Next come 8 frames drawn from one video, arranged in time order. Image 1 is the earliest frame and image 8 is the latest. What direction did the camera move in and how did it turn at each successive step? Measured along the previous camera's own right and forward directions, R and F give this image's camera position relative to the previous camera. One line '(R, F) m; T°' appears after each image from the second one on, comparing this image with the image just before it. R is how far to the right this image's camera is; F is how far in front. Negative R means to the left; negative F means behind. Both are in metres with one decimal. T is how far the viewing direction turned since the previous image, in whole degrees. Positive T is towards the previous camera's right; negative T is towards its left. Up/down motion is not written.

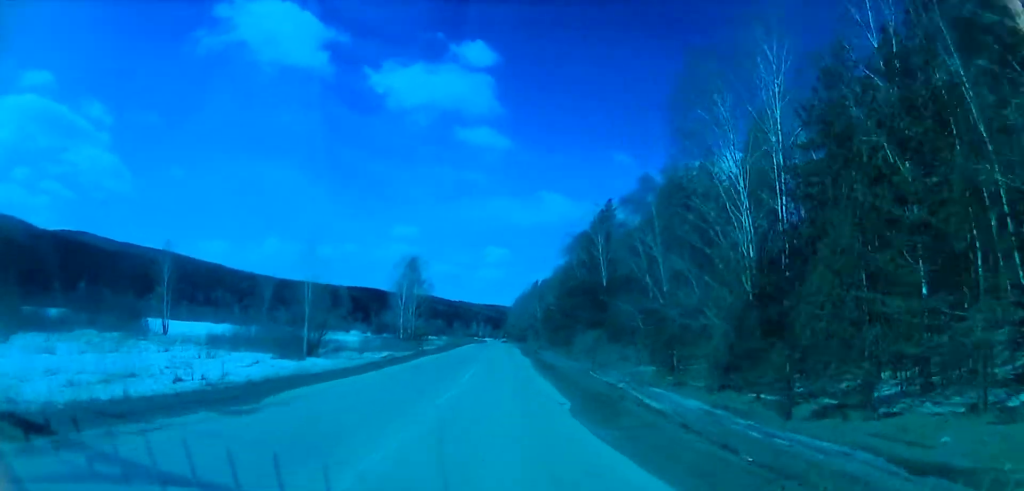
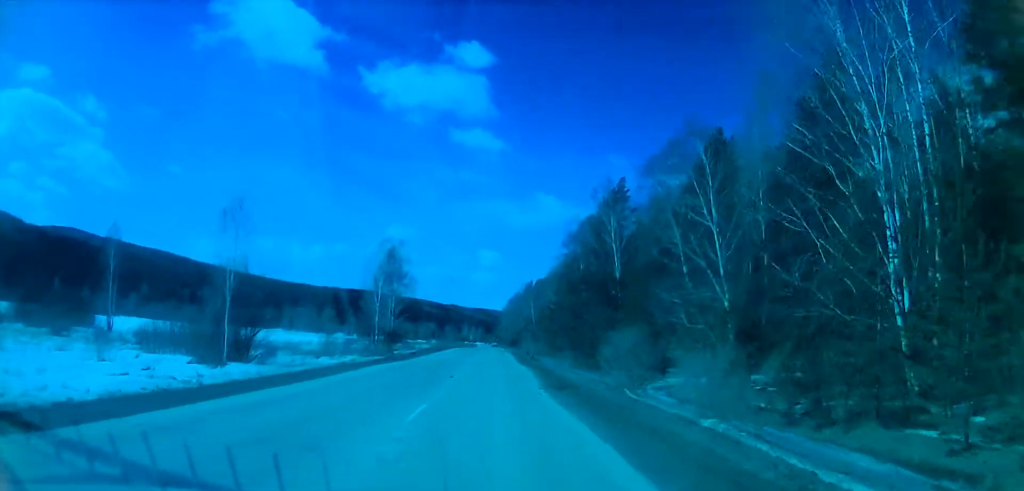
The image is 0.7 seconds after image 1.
(0.0, +14.6) m; 0°
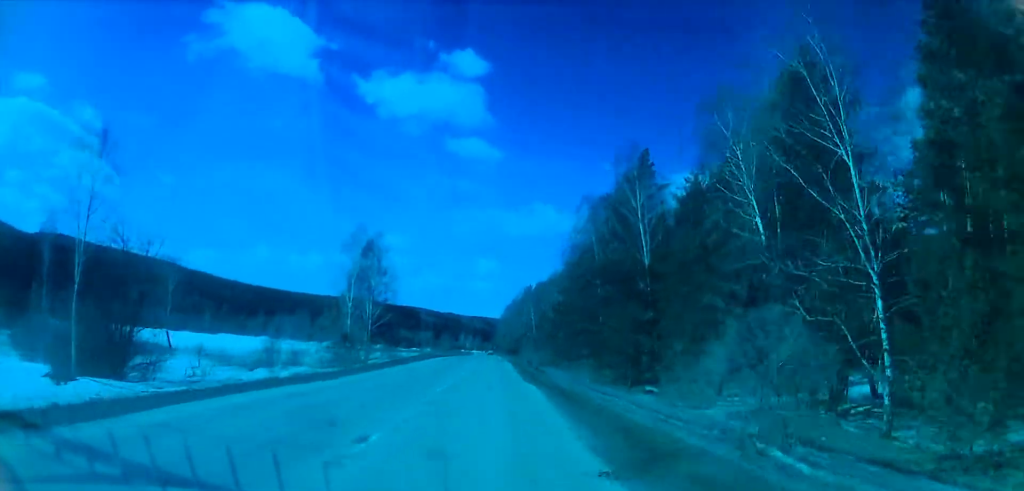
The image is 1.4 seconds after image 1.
(0.0, +15.4) m; 0°
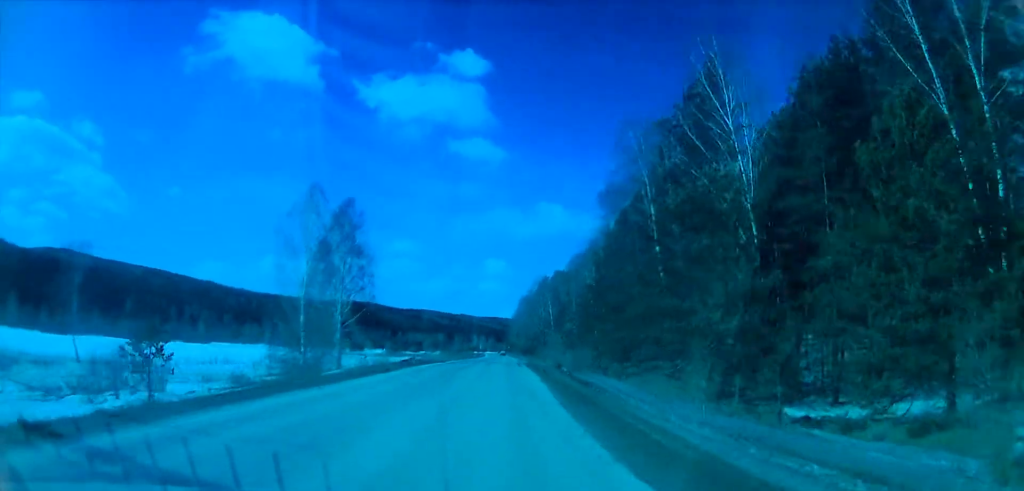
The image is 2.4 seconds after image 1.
(0.0, +22.1) m; 0°
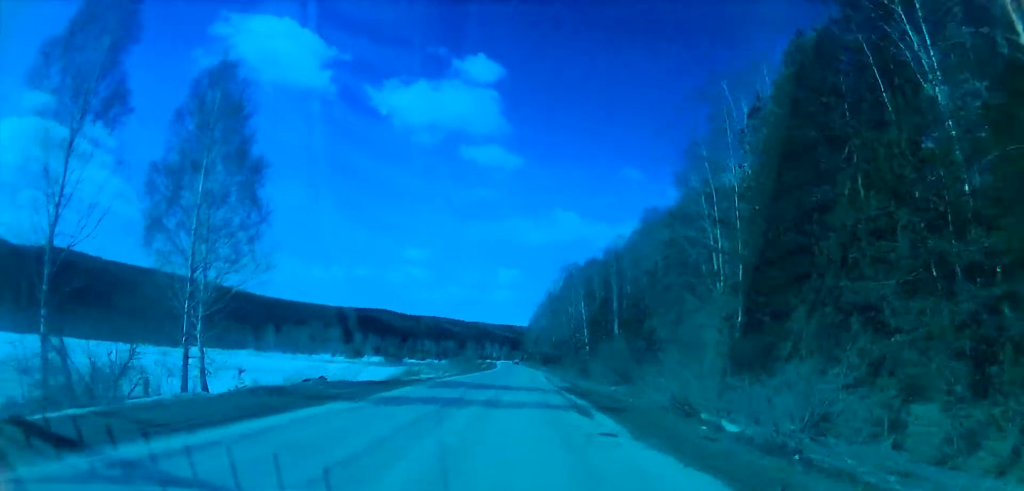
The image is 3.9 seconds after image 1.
(+0.1, +34.9) m; -1°
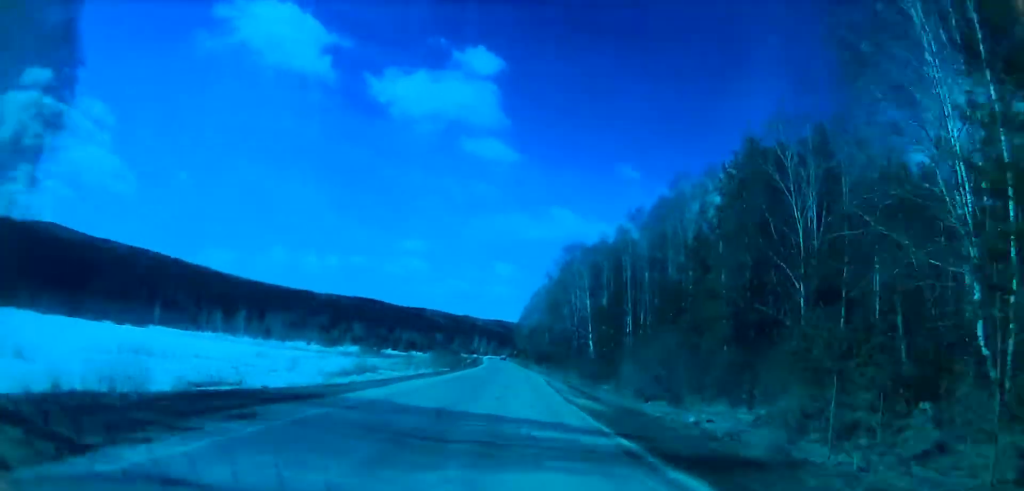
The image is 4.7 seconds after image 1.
(-0.5, +18.1) m; -2°
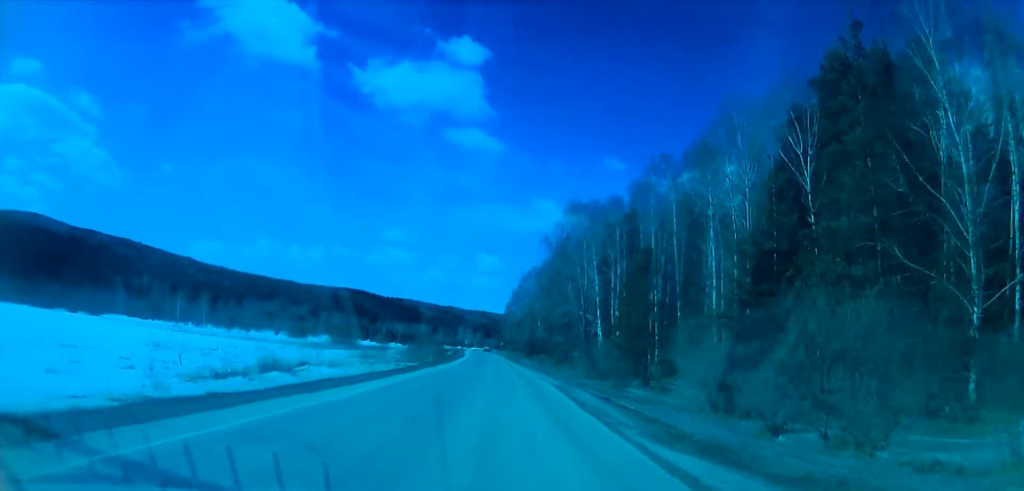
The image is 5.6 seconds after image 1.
(-0.2, +20.5) m; +1°
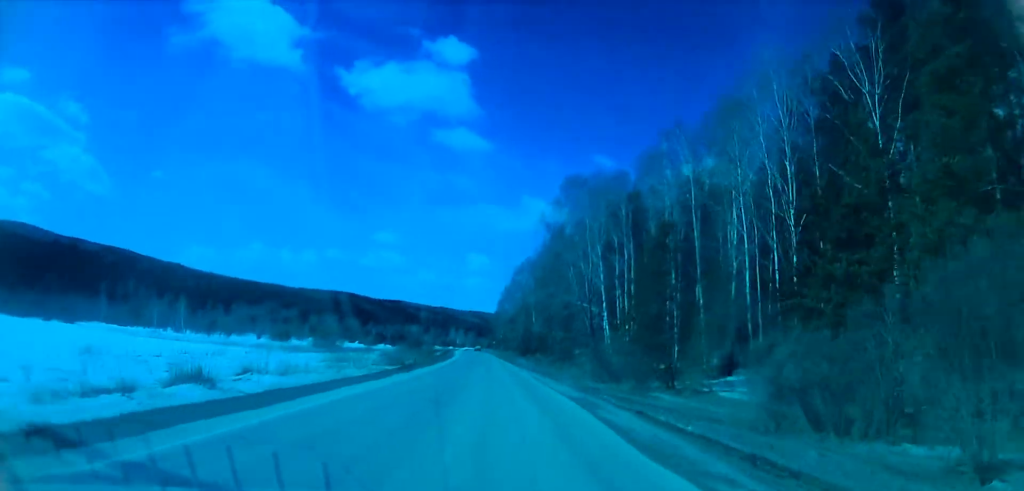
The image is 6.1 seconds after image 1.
(-0.2, +9.9) m; +1°
